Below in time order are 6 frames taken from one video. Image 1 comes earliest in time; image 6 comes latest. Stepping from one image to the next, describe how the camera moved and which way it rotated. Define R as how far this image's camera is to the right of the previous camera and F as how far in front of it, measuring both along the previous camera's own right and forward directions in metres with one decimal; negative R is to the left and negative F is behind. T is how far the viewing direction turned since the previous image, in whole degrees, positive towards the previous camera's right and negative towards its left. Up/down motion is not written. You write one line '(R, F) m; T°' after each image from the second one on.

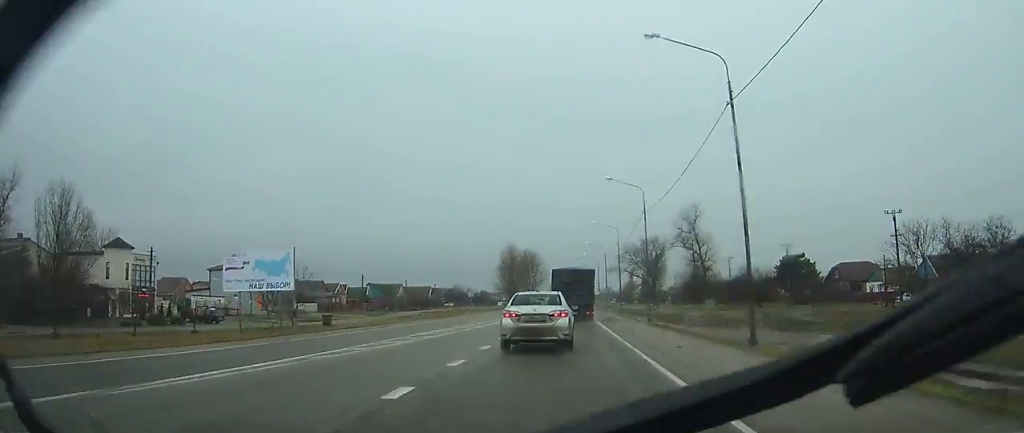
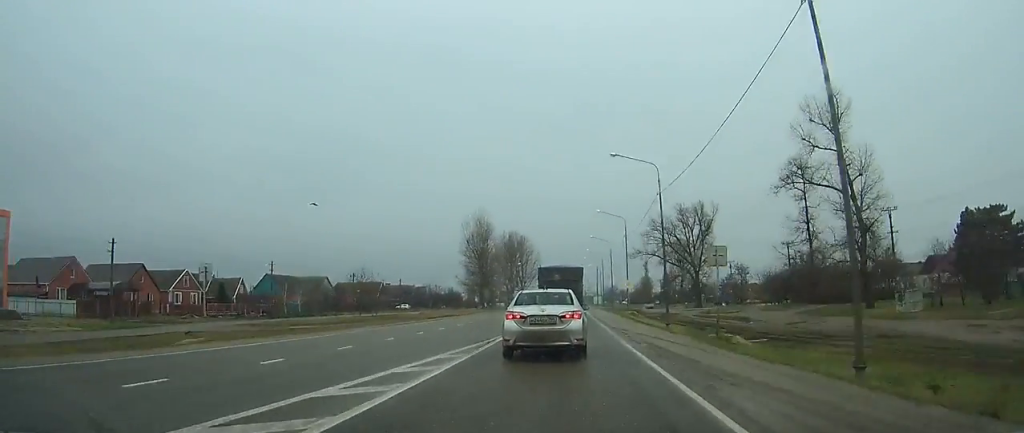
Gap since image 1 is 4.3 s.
(-0.3, +63.8) m; -1°
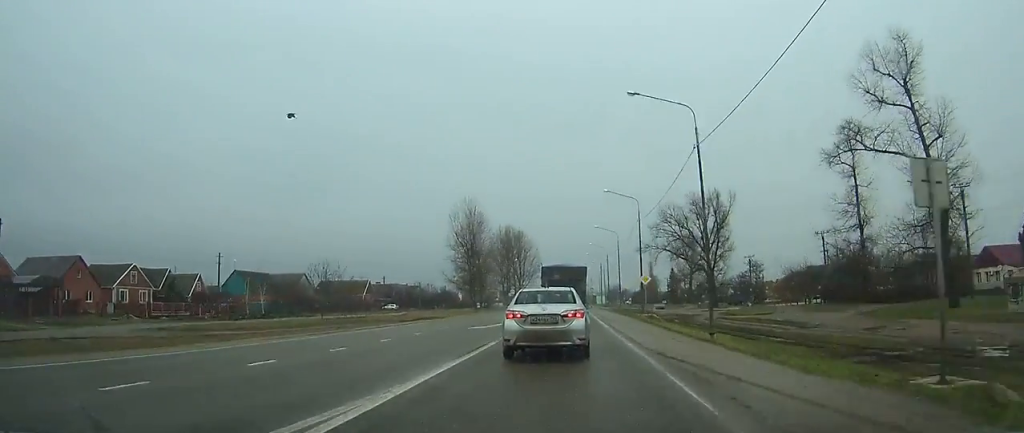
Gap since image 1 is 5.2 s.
(0.0, +12.6) m; 0°
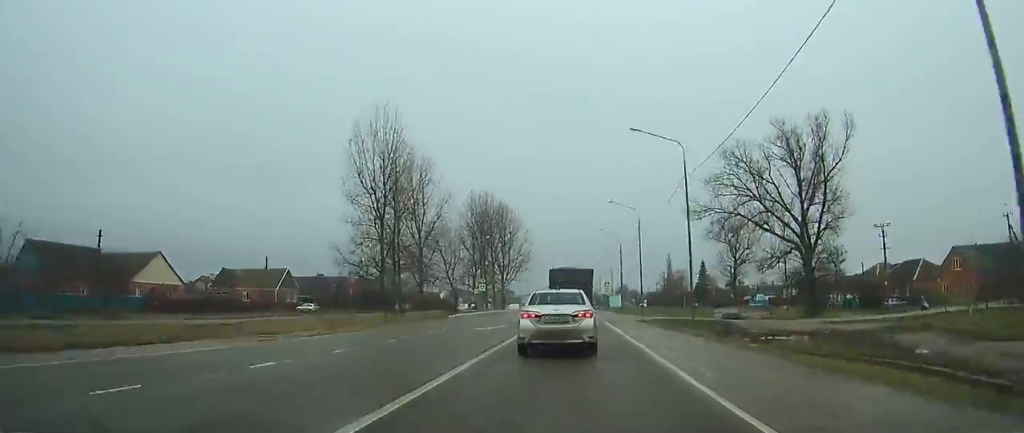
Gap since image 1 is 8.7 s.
(+0.2, +49.6) m; 0°
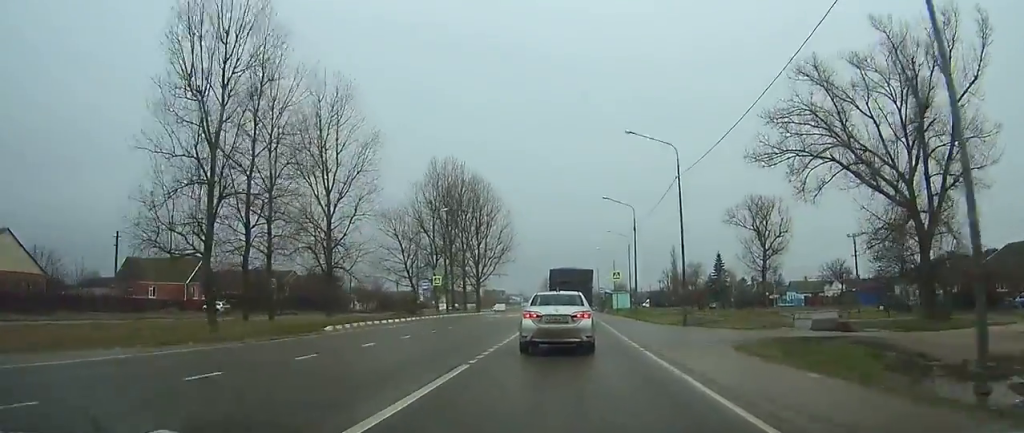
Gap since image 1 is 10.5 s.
(0.0, +26.5) m; 0°
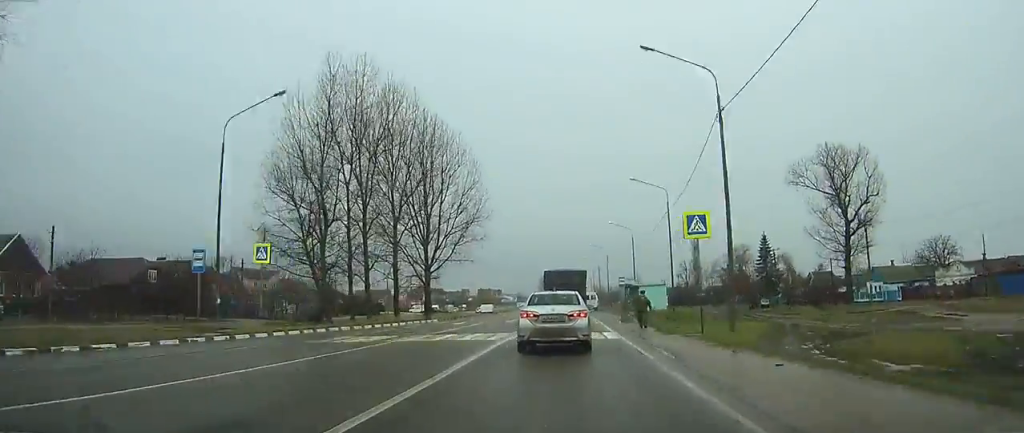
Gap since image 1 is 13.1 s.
(0.0, +35.8) m; 0°
